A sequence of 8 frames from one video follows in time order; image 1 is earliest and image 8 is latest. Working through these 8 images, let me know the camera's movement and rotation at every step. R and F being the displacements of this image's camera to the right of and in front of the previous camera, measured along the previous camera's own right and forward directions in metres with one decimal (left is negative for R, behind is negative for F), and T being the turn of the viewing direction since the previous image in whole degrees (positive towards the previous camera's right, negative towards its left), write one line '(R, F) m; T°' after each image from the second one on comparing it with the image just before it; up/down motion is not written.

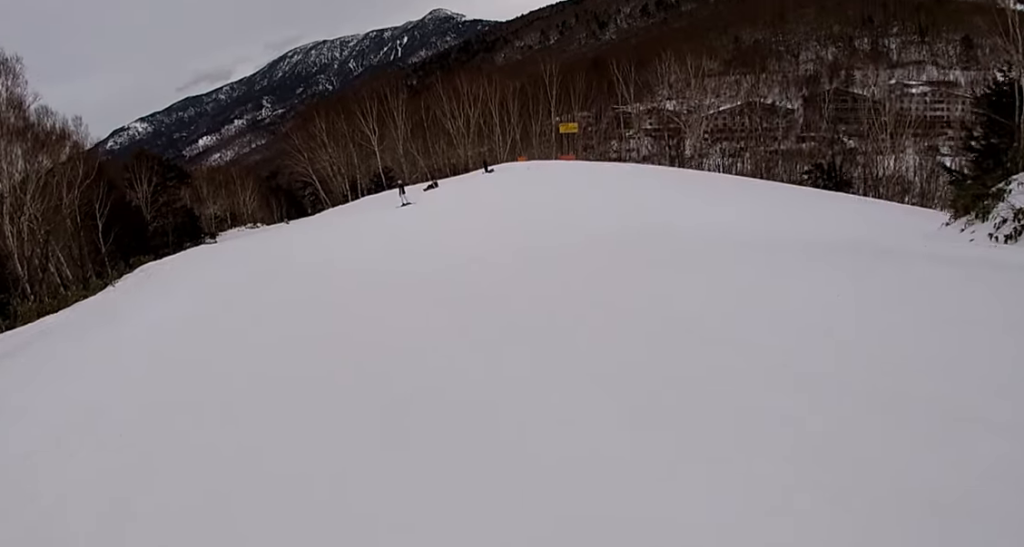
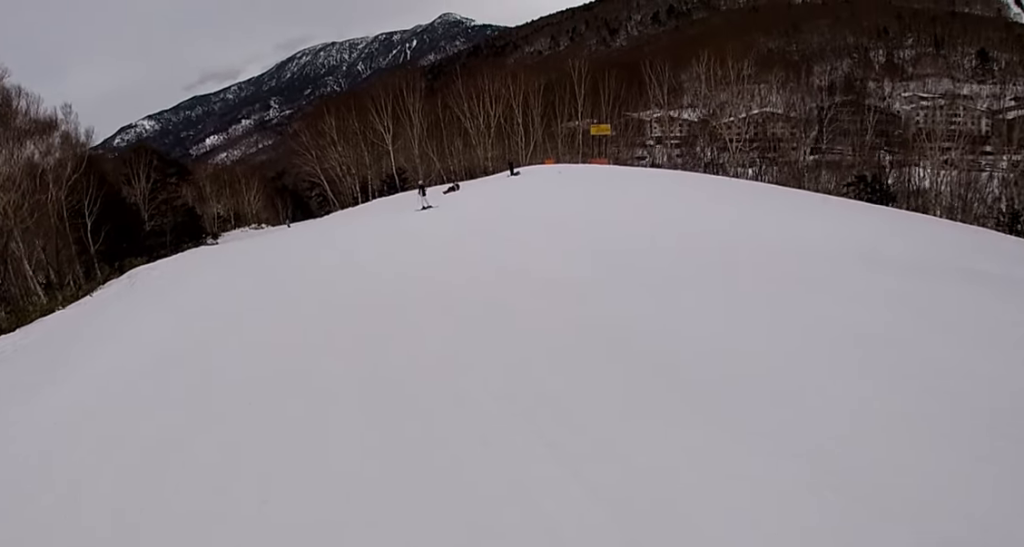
(0.0, +4.4) m; 0°
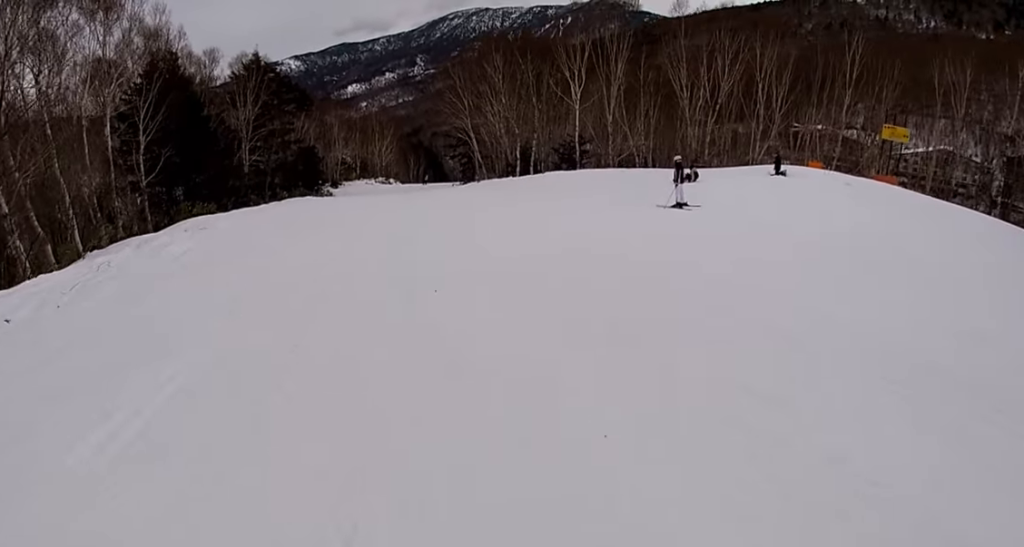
(0.0, +15.5) m; 0°
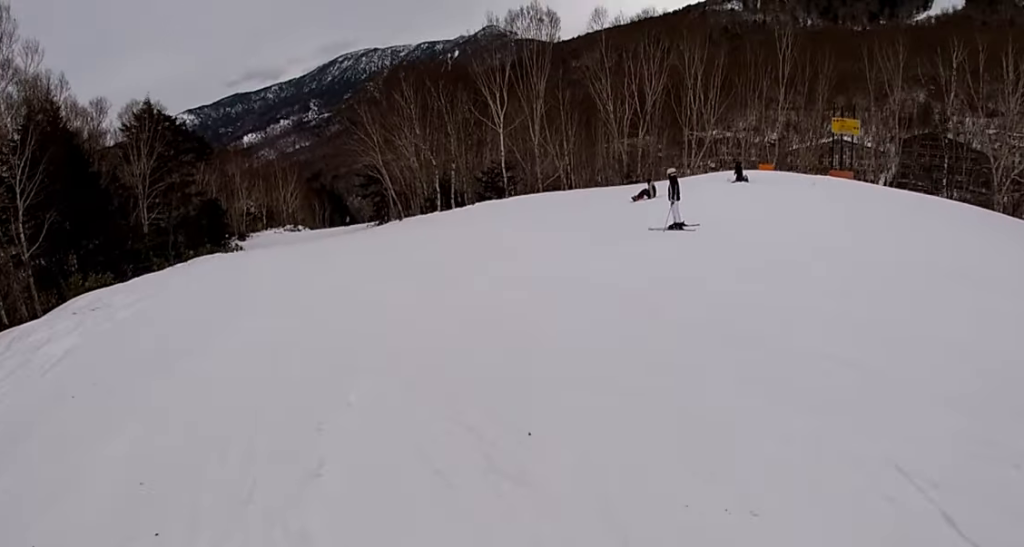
(0.0, +4.1) m; 0°
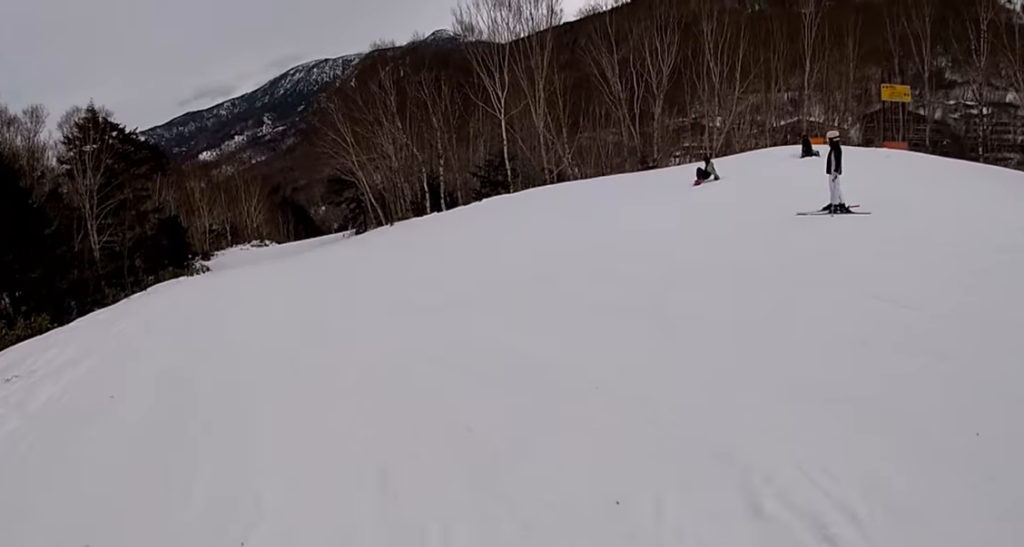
(0.0, +5.6) m; +4°
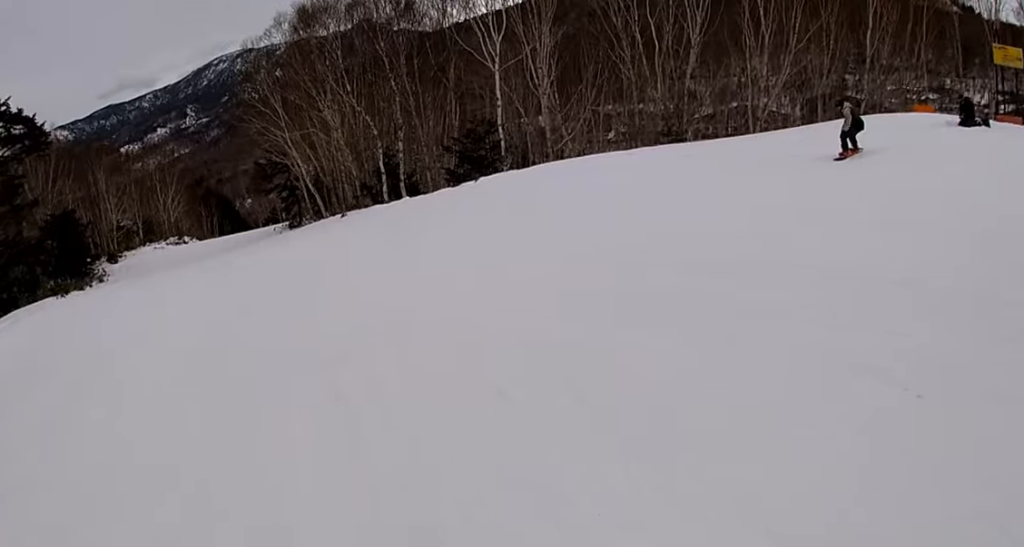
(+1.0, +9.4) m; +7°
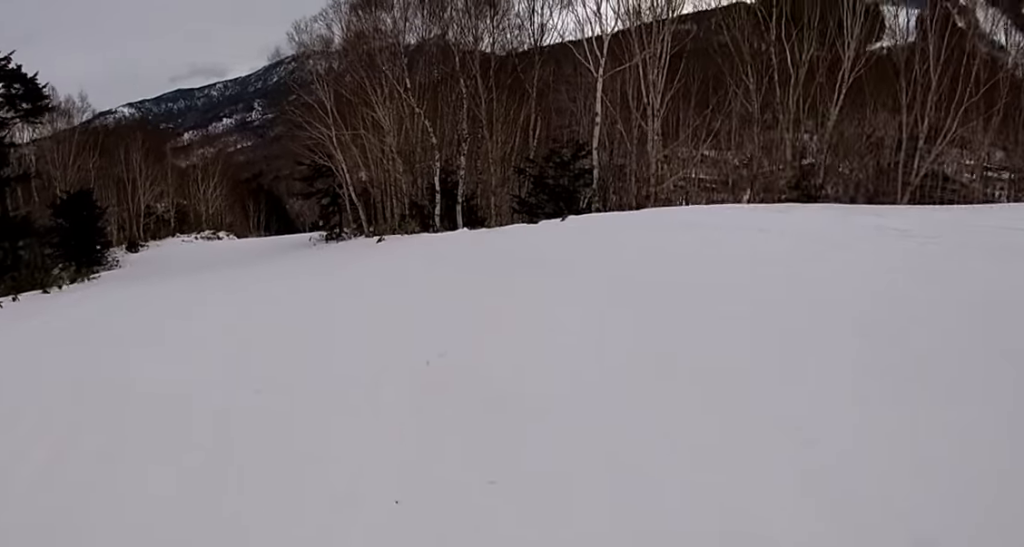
(+0.4, +6.1) m; -4°
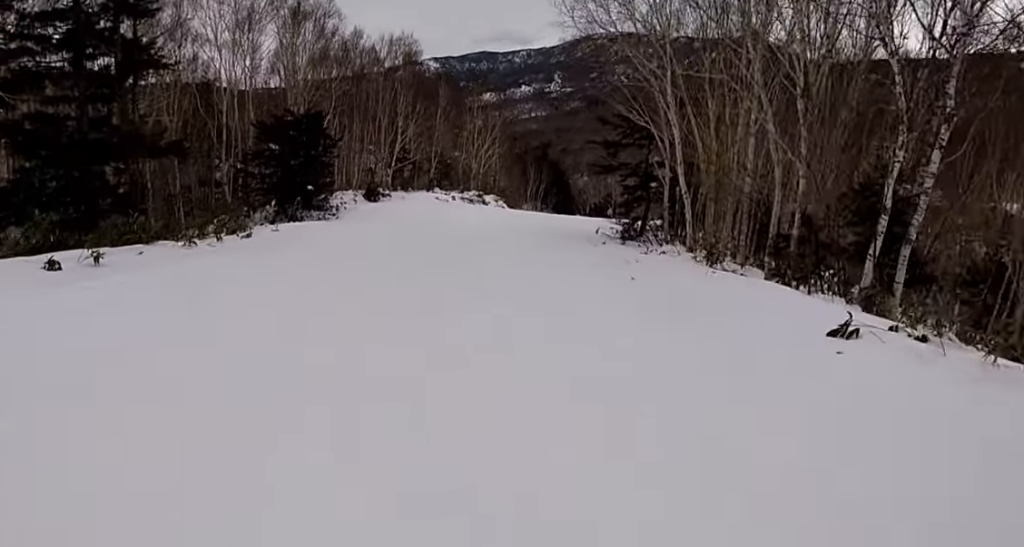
(-2.5, +14.2) m; -15°
